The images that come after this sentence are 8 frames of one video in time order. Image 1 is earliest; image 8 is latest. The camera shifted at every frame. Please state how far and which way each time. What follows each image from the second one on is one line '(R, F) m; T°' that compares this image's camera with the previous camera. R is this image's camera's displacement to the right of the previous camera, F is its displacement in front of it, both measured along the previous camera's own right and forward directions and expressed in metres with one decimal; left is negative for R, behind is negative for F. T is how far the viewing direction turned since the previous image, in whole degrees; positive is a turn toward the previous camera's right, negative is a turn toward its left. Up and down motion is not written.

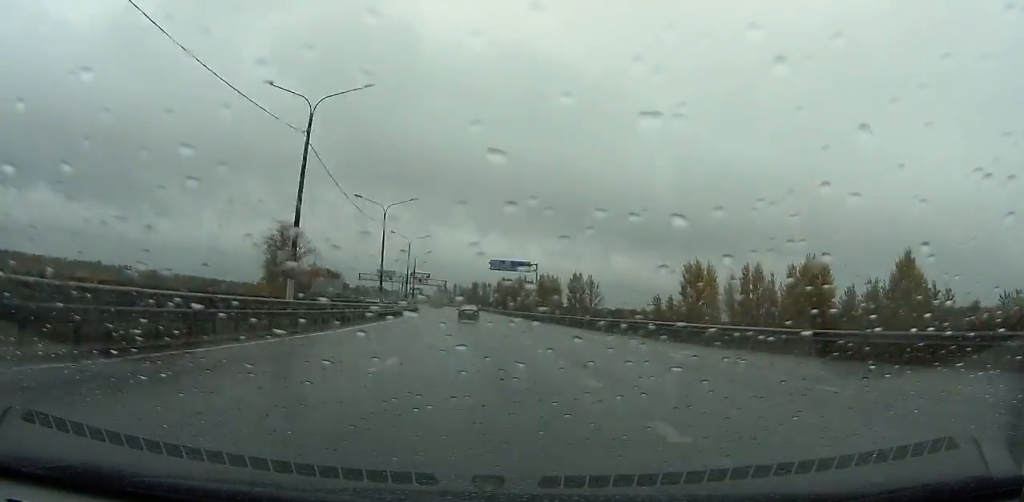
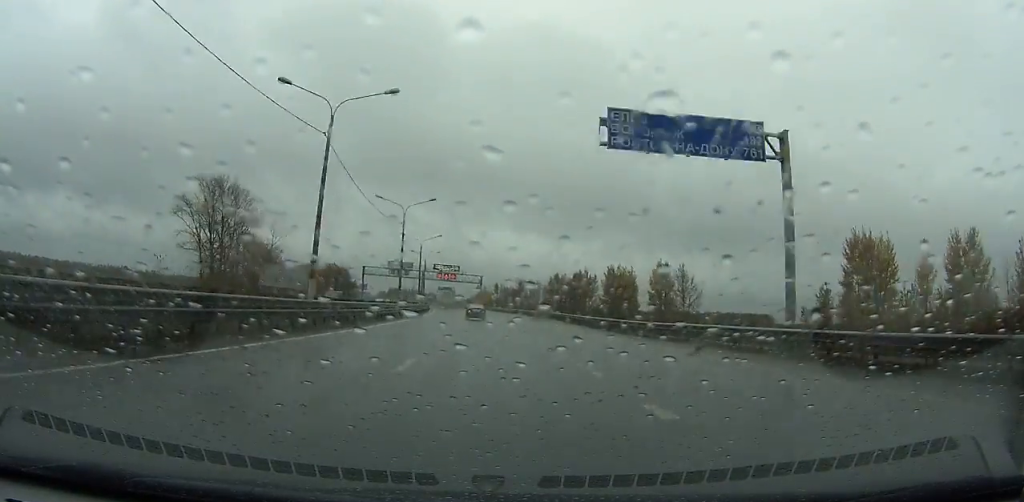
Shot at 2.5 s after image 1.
(-2.5, +58.6) m; -4°
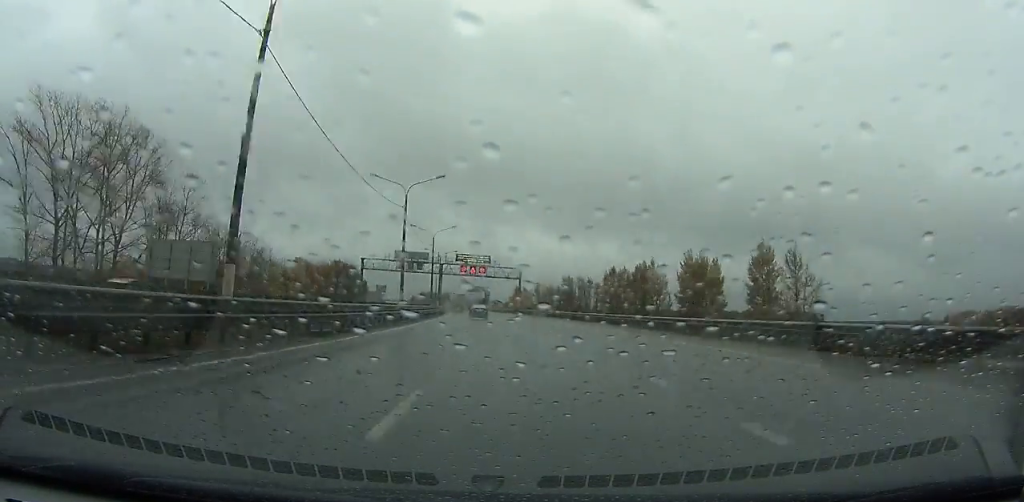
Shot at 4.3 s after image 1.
(-1.1, +41.5) m; -3°
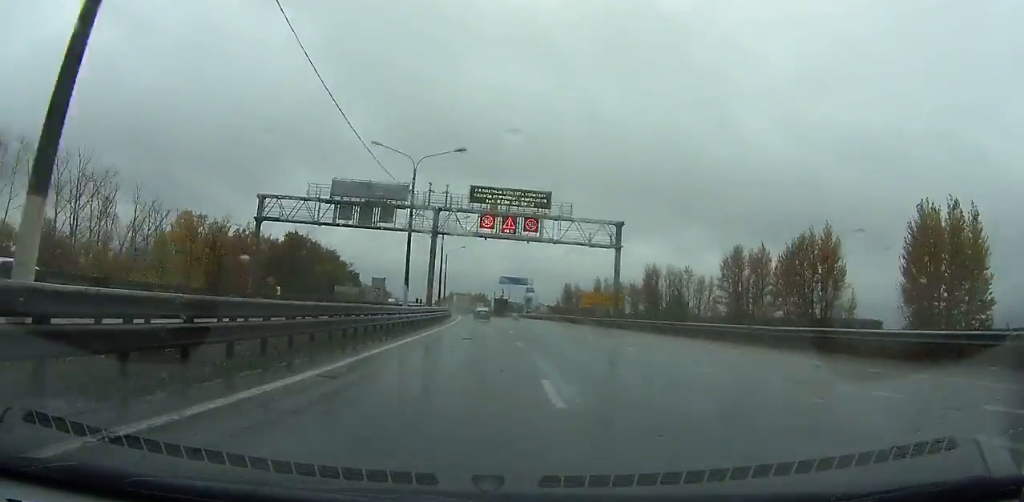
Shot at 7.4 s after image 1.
(-2.9, +69.4) m; -4°
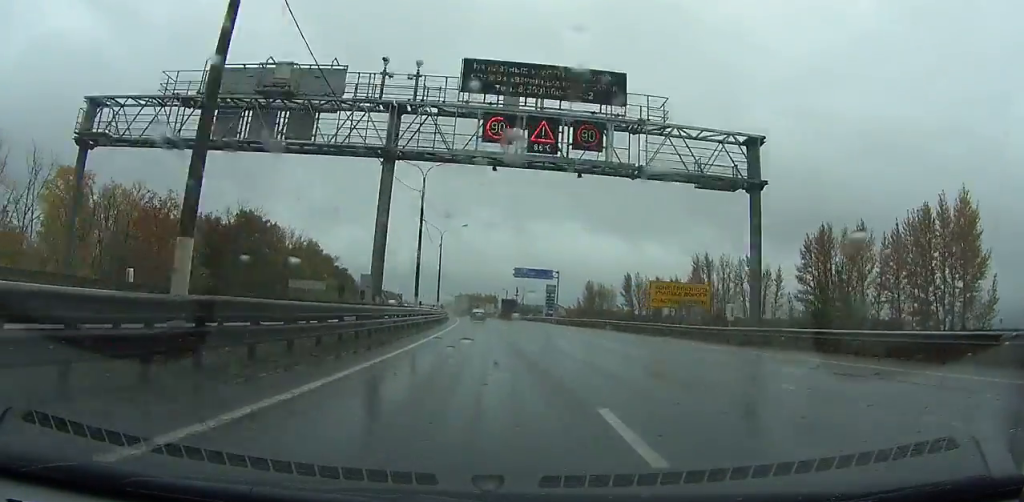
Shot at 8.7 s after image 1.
(-0.2, +28.6) m; -1°
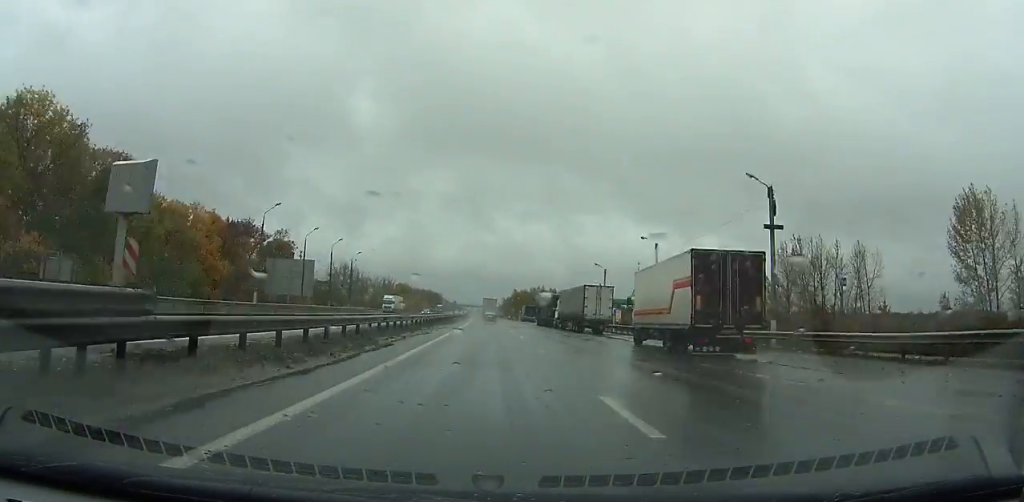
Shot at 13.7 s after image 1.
(-5.0, +109.9) m; -5°
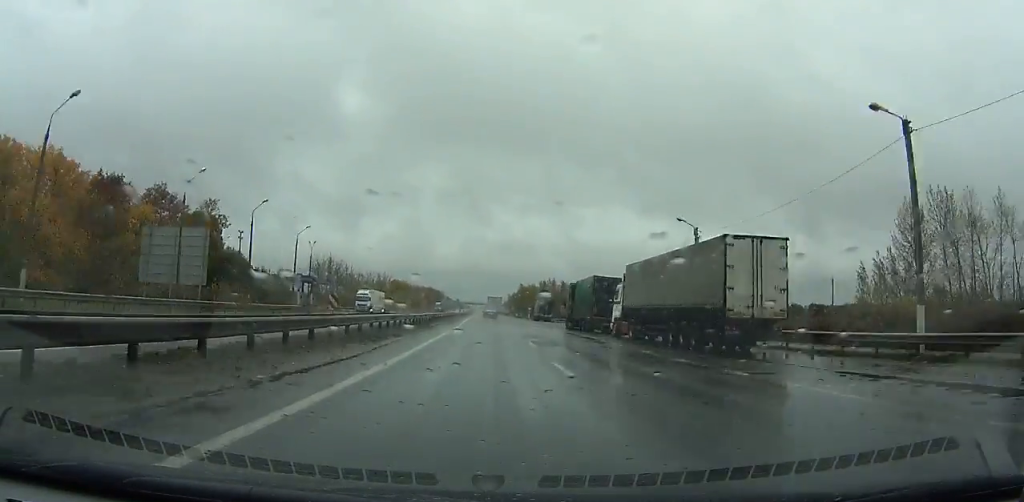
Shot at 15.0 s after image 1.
(-0.4, +29.1) m; -1°
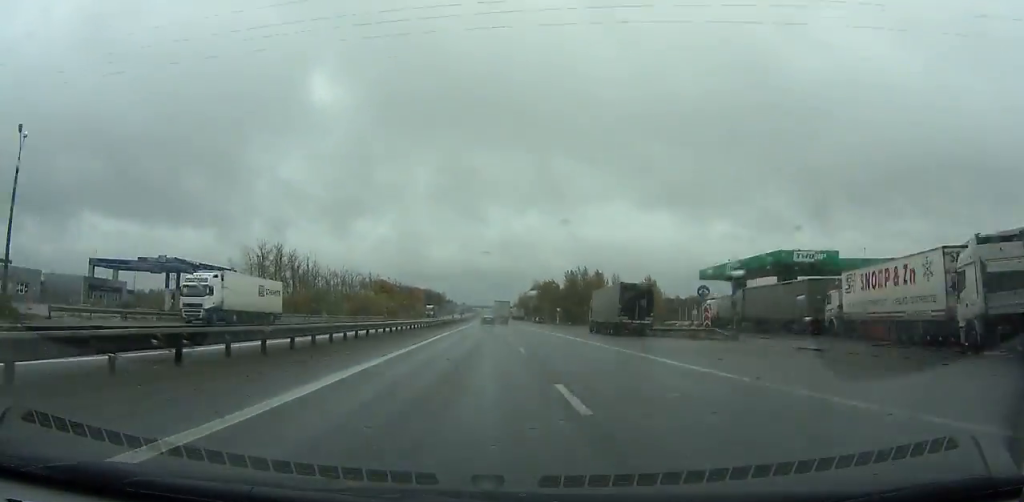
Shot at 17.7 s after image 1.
(-0.7, +62.2) m; -1°
